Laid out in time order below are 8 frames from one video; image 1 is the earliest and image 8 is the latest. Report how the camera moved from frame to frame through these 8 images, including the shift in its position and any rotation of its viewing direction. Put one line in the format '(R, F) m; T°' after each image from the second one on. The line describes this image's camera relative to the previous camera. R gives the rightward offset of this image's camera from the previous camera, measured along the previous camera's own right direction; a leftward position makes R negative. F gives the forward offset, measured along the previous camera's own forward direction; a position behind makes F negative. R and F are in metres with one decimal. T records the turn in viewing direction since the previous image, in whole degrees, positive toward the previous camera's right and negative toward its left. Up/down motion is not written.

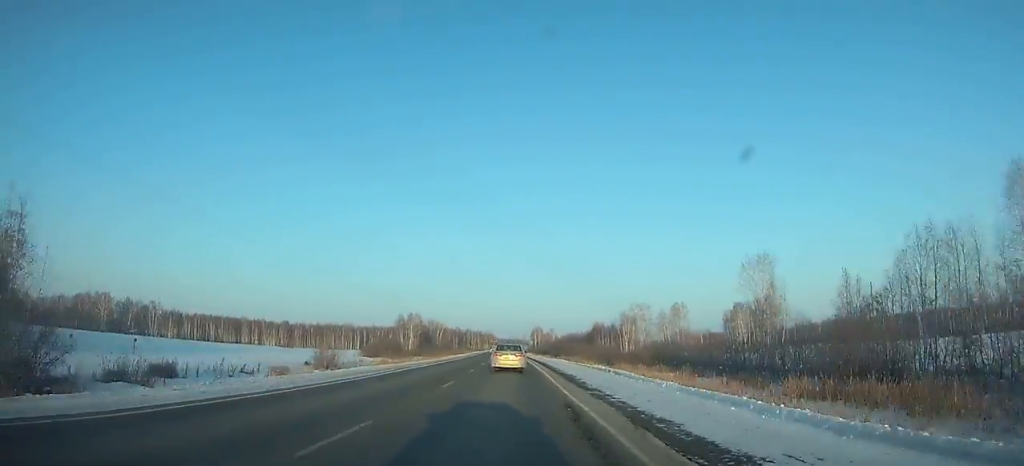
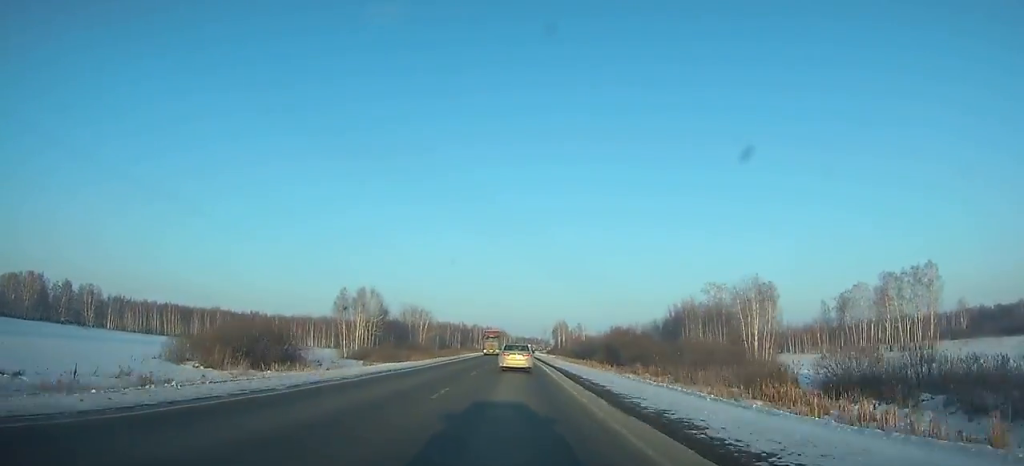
(-1.5, +74.3) m; -1°
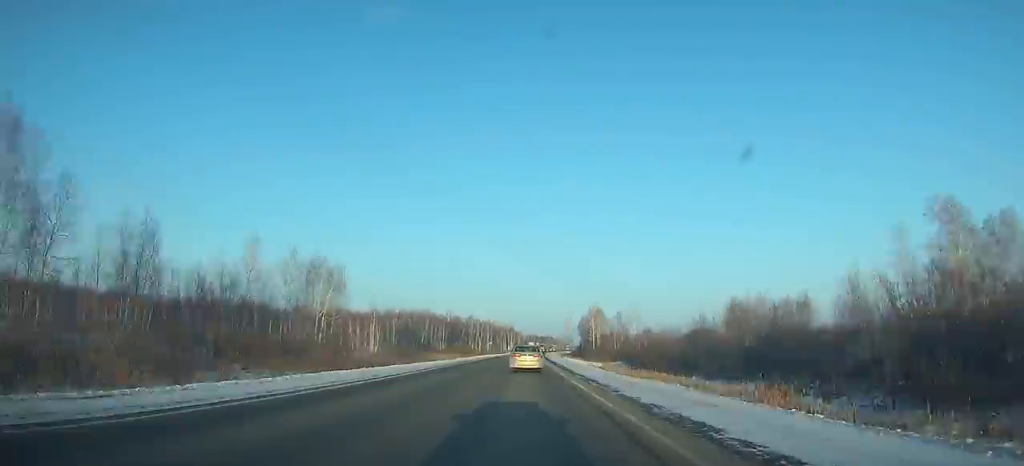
(-0.7, +89.7) m; 0°
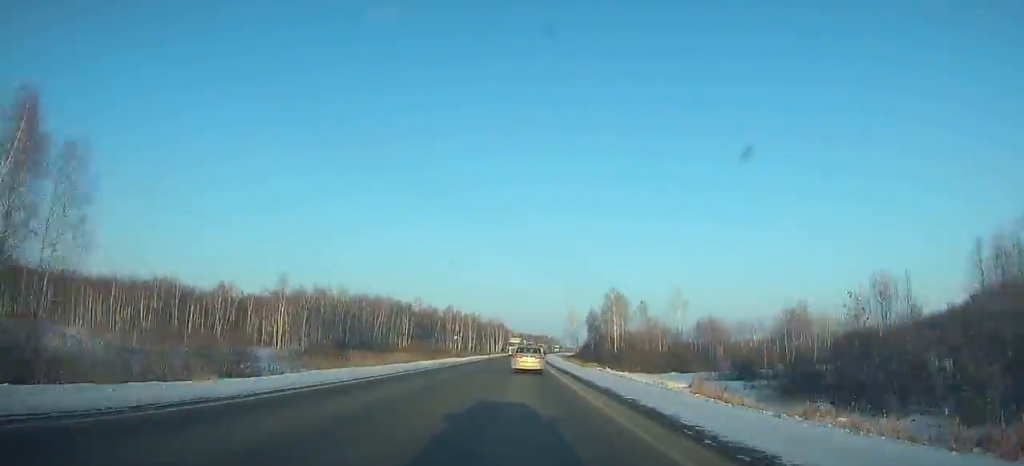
(+0.2, +50.0) m; +1°
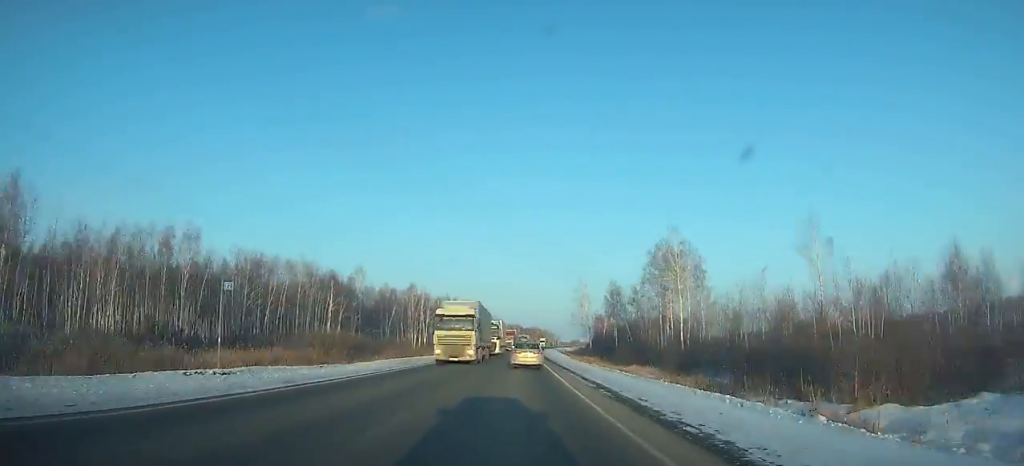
(+0.2, +52.7) m; +1°
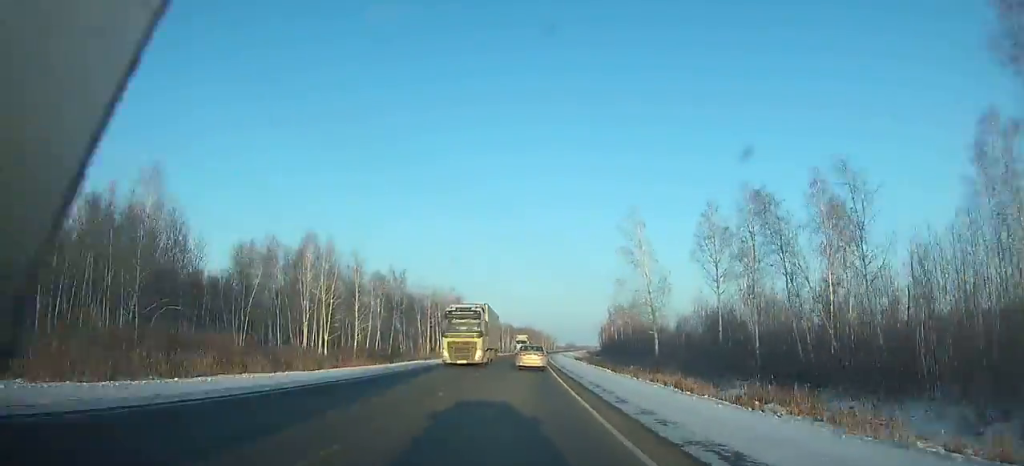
(+0.5, +66.1) m; +2°
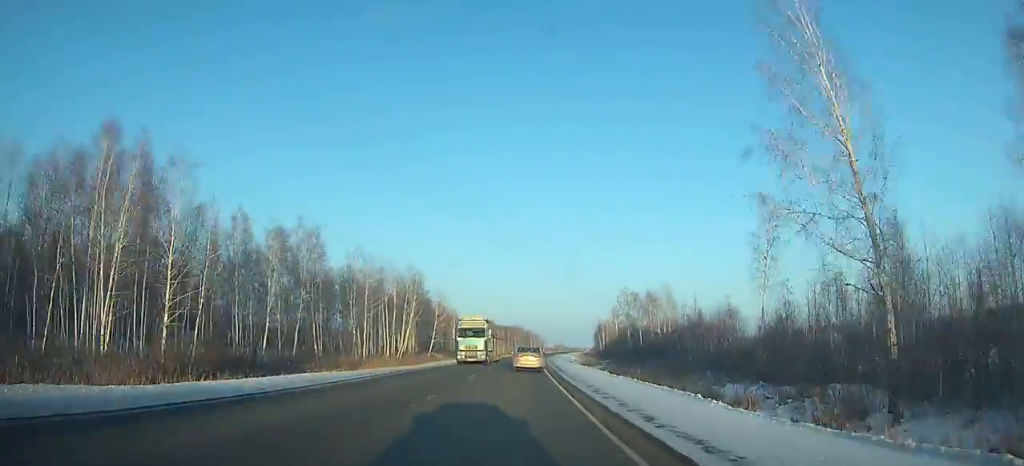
(+0.8, +40.0) m; +1°
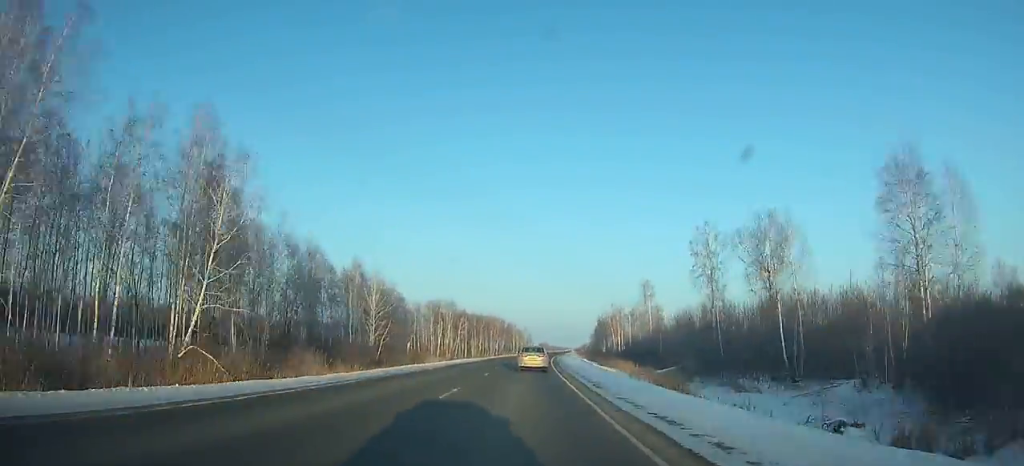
(+1.3, +69.5) m; +2°
